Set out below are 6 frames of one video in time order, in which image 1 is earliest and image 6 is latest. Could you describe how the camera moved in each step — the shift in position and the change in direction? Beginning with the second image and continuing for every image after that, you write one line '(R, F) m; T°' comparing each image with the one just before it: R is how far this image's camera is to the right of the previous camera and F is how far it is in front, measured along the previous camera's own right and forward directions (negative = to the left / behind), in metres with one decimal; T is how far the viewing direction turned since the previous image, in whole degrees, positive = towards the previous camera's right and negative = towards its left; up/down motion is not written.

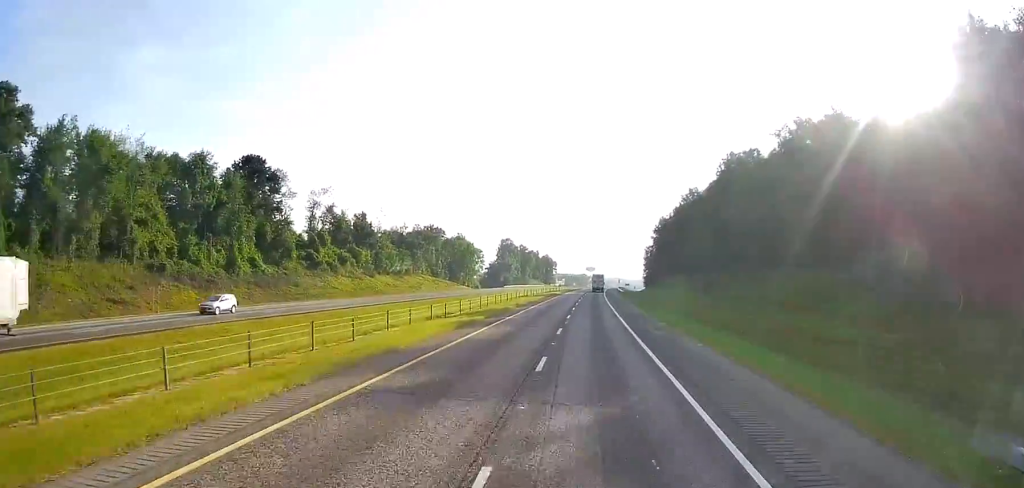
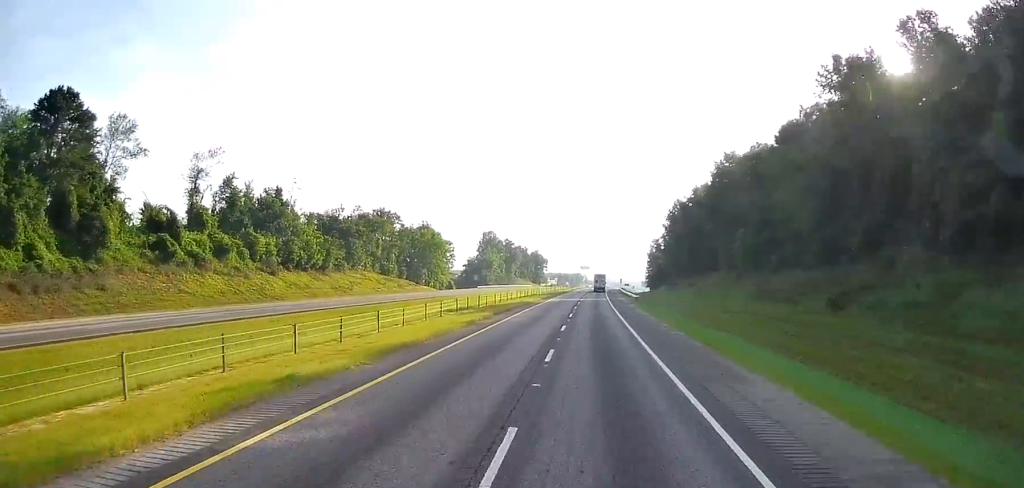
(+0.1, +46.9) m; +1°
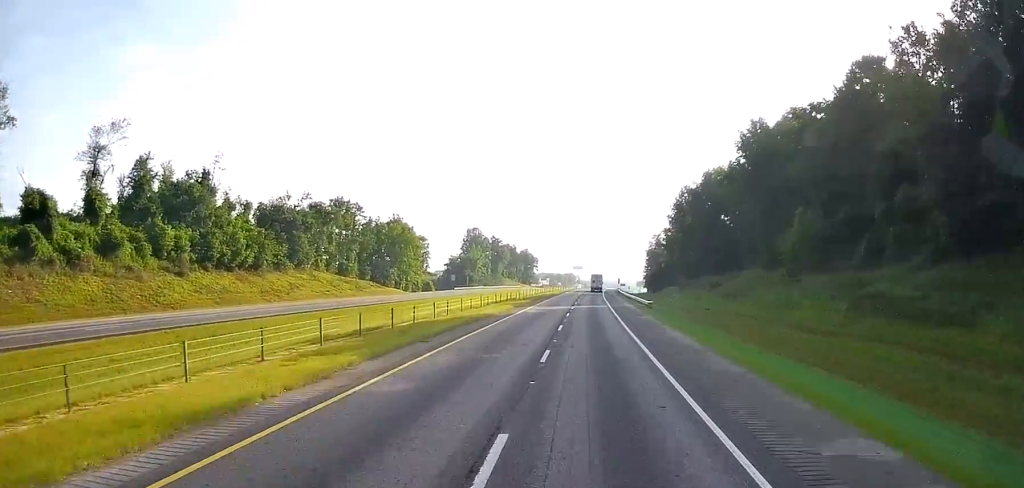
(+0.2, +24.4) m; 0°
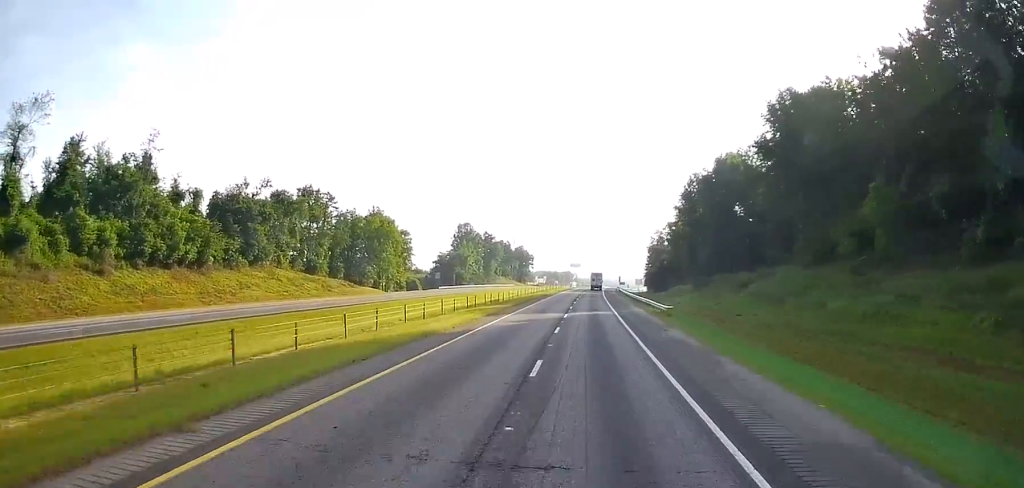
(+0.6, +15.6) m; 0°
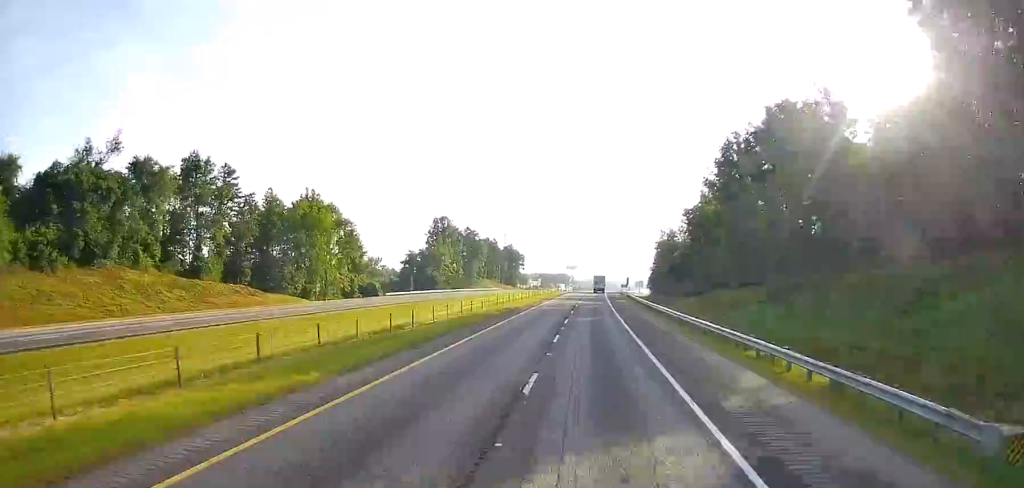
(-0.9, +39.0) m; 0°
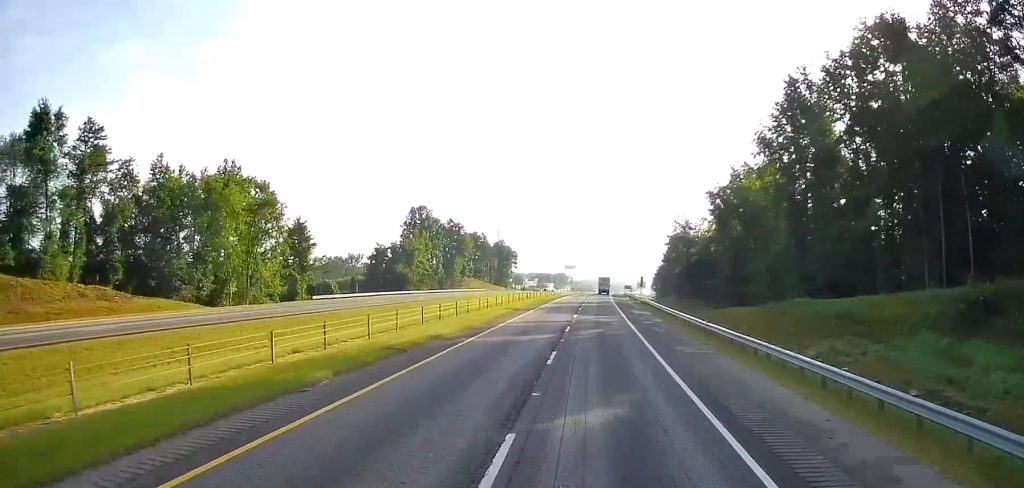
(+0.8, +31.3) m; +1°
